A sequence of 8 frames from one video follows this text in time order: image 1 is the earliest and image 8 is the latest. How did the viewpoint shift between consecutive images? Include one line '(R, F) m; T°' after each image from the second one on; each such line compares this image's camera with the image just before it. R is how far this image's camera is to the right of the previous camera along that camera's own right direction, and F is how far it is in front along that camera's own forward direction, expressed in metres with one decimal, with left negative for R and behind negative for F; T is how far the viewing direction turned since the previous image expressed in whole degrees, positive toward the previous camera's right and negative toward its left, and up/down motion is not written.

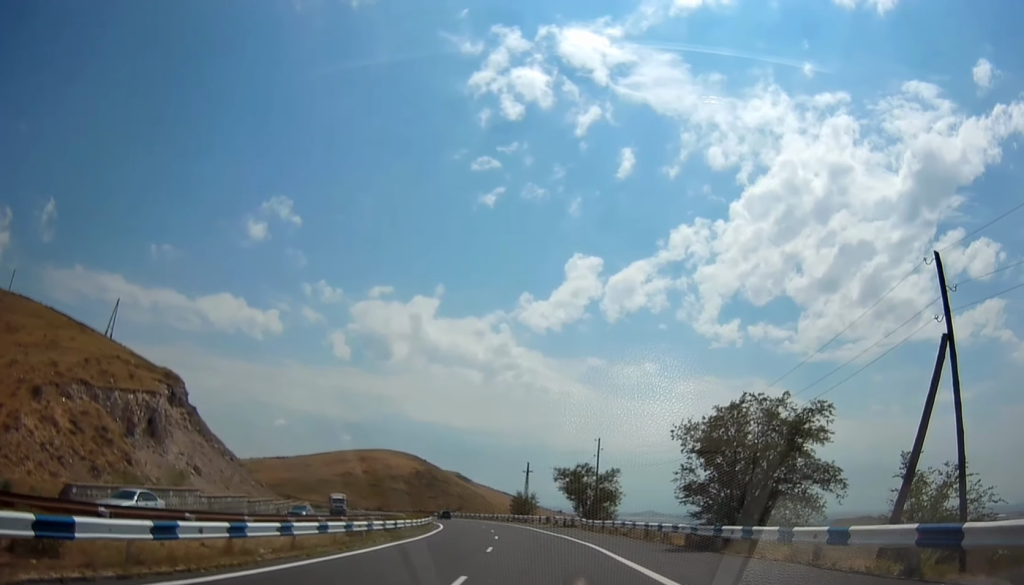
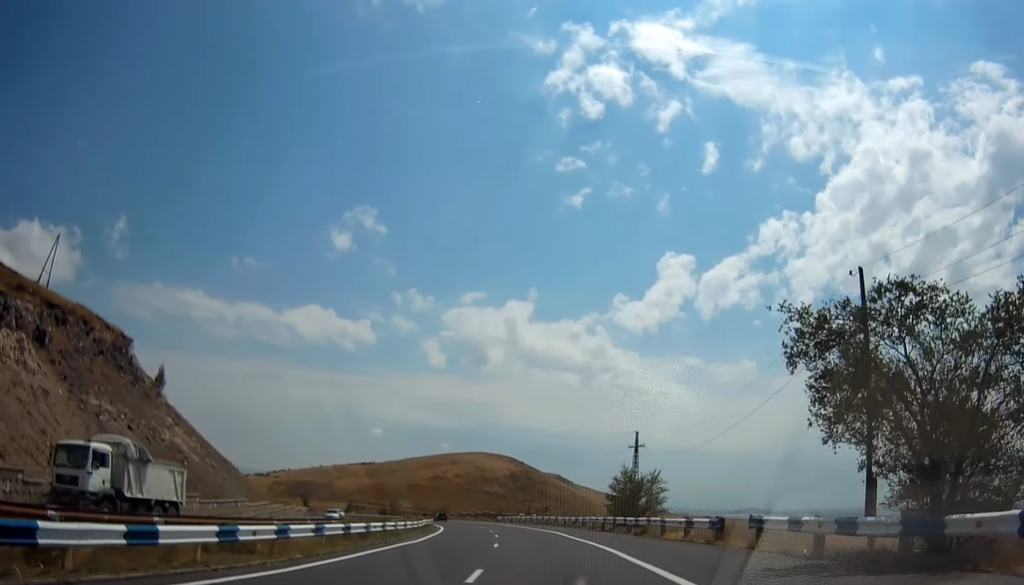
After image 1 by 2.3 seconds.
(-2.5, +47.6) m; -8°
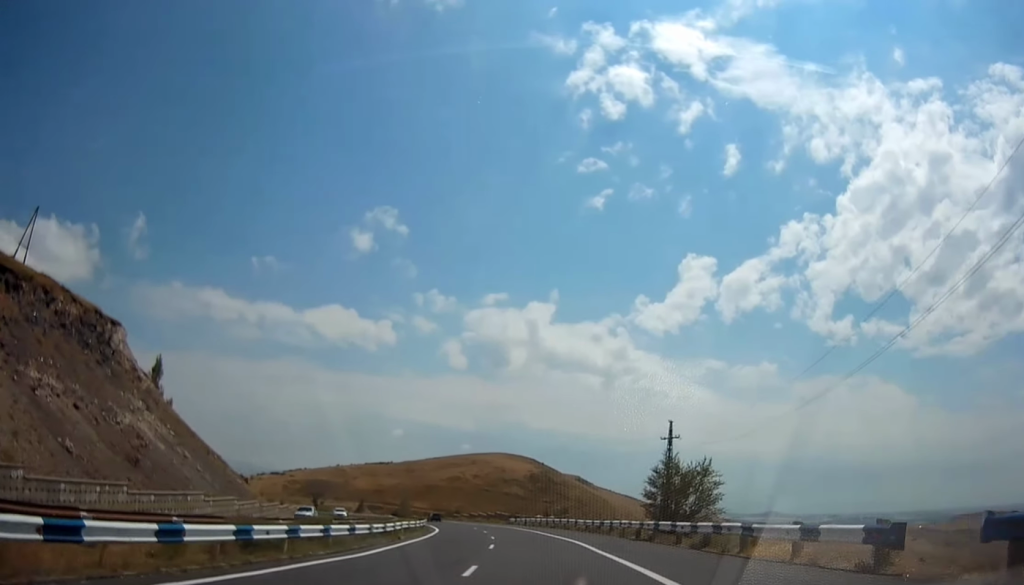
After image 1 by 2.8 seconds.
(-0.6, +11.3) m; -3°
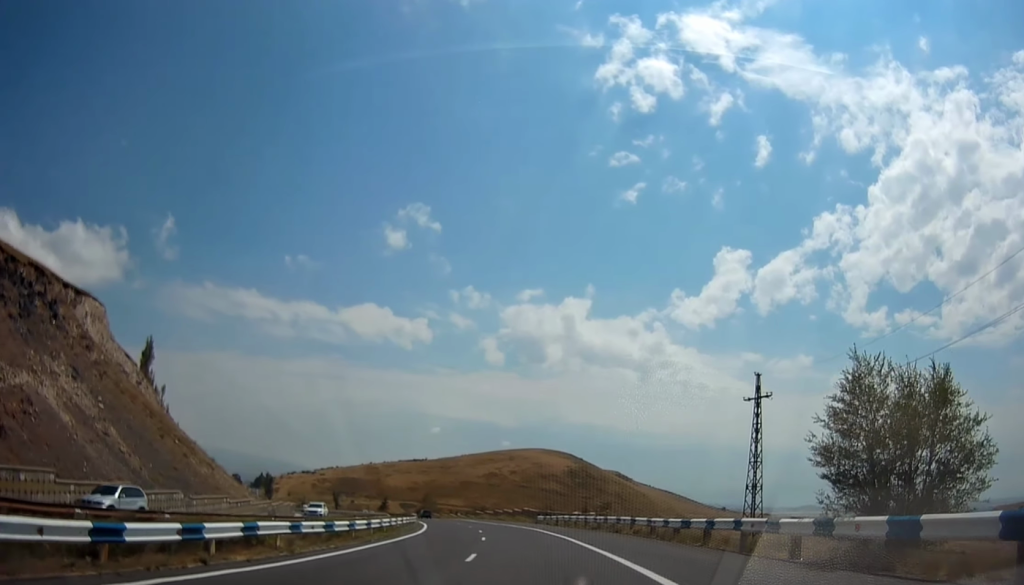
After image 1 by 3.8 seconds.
(-1.2, +20.6) m; -4°
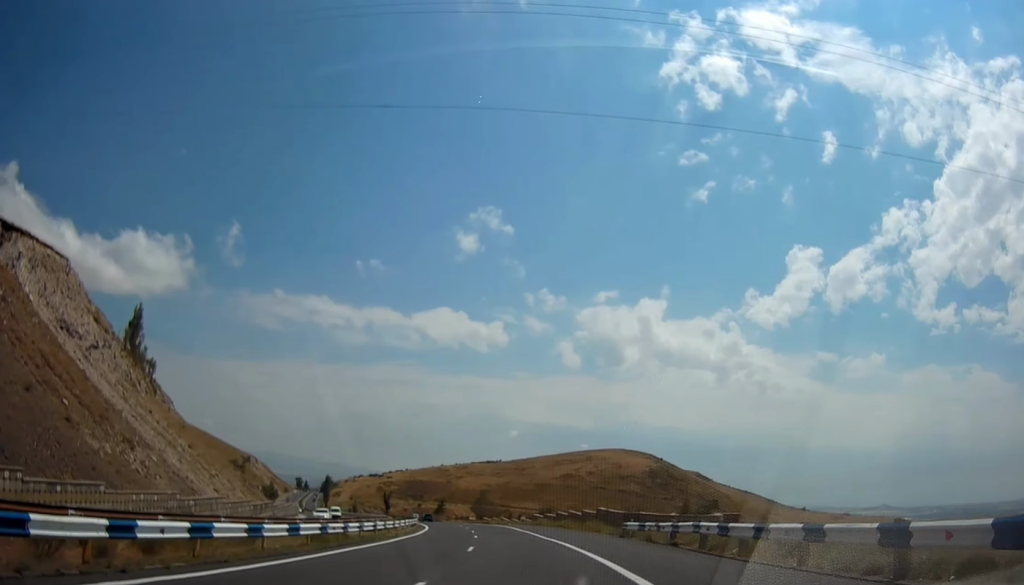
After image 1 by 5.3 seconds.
(-0.5, +33.3) m; -4°
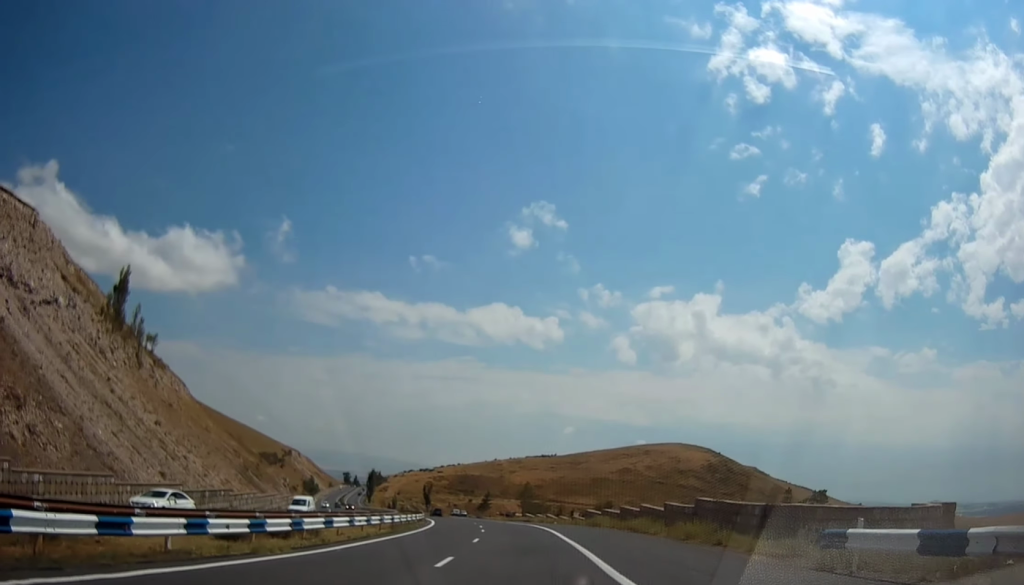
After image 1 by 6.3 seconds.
(-1.5, +22.1) m; -5°
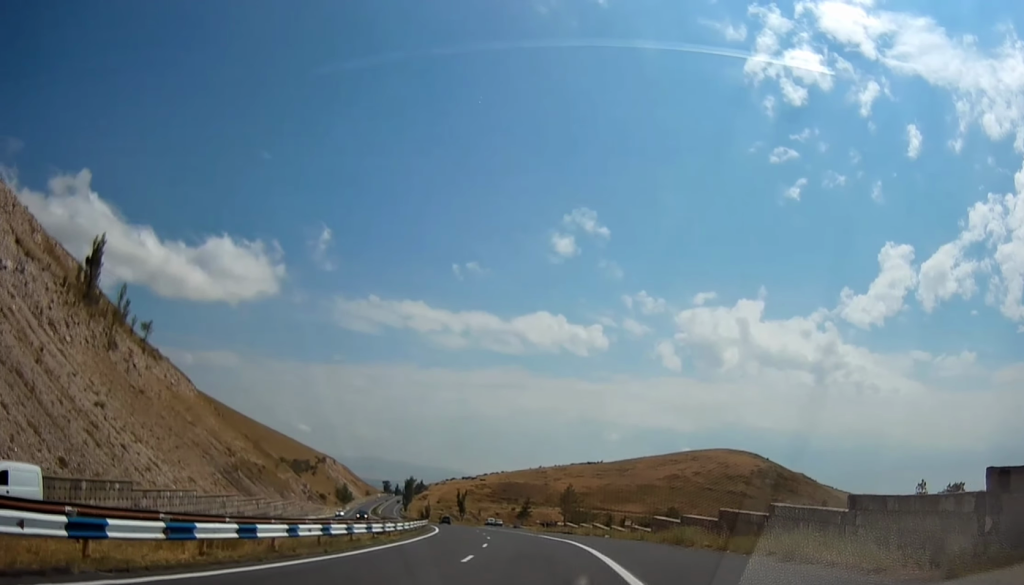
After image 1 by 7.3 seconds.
(-0.5, +19.8) m; -4°
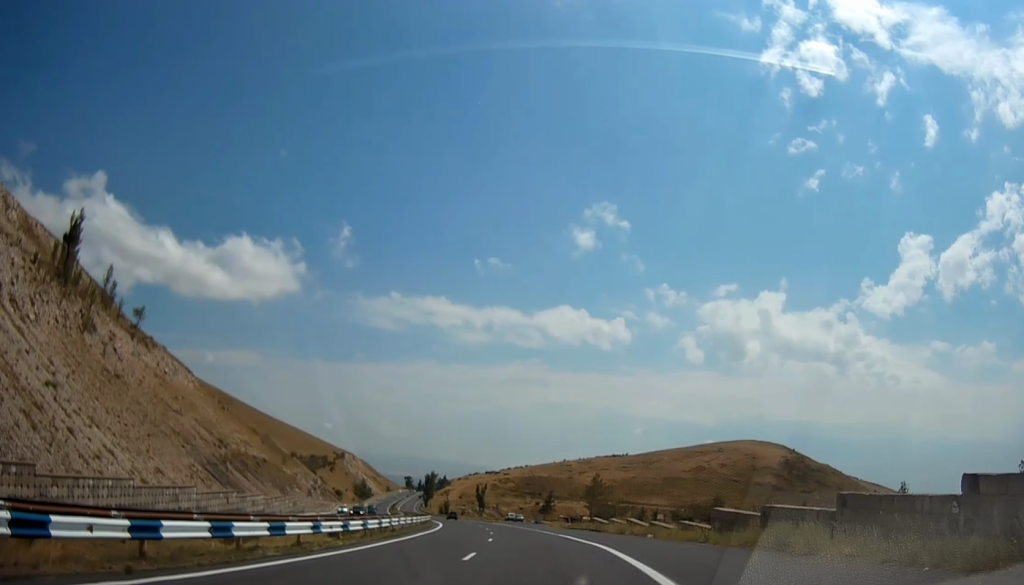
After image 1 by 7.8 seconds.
(-0.4, +10.8) m; -2°
